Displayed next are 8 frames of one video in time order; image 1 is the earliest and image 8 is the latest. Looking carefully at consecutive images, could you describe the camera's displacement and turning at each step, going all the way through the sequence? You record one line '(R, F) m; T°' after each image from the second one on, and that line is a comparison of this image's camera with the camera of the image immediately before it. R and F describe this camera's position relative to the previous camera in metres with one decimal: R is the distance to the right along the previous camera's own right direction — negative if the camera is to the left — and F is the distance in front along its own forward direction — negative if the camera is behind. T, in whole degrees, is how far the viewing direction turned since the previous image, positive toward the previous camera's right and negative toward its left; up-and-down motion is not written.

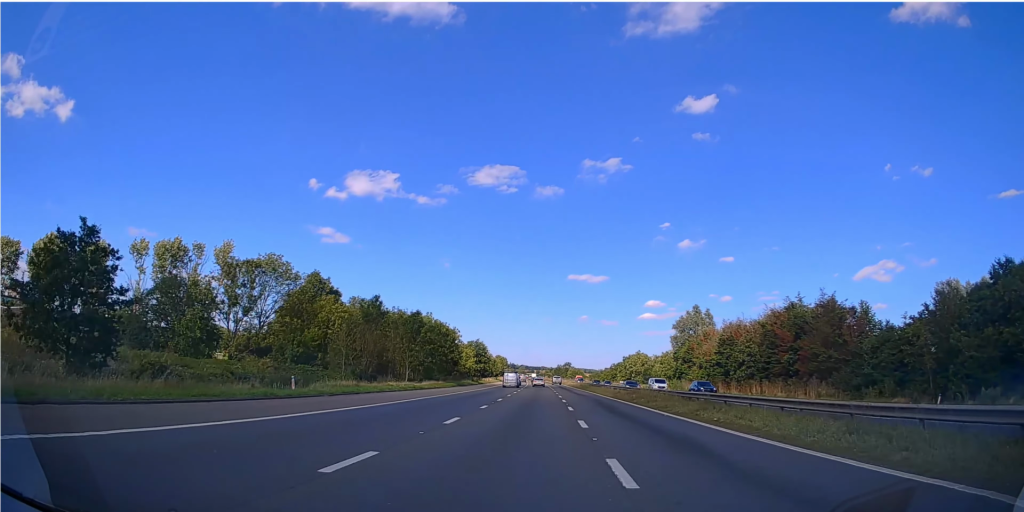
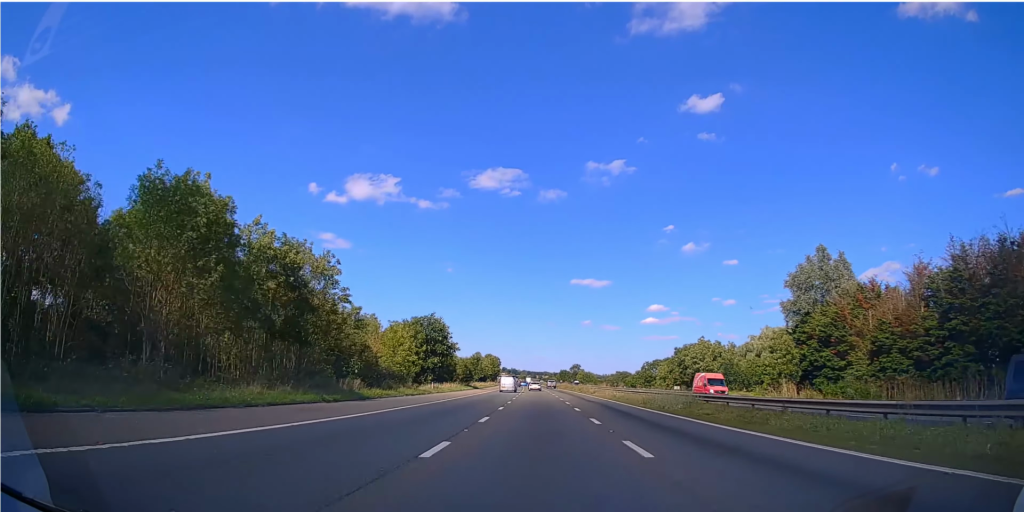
(-0.2, +75.9) m; -1°
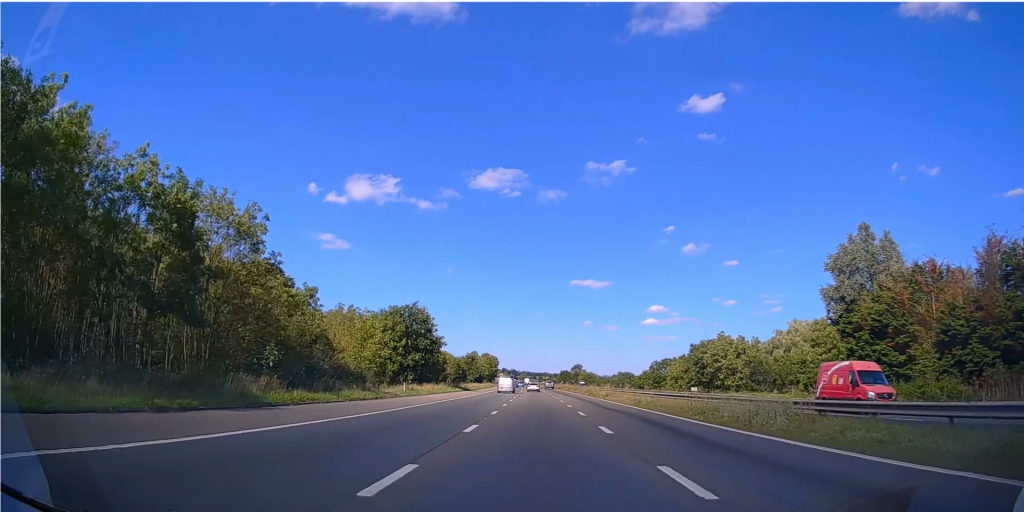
(0.0, +13.1) m; 0°
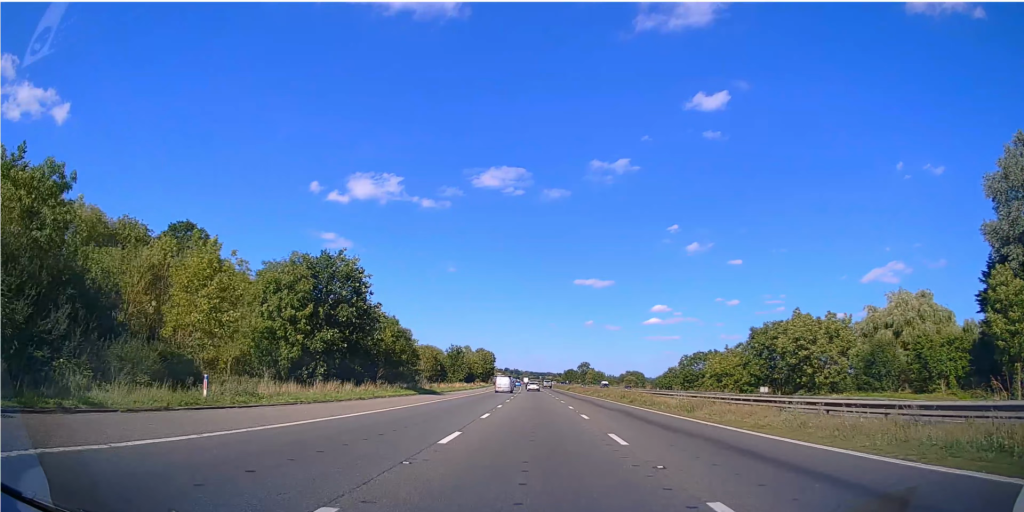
(-0.2, +30.1) m; -1°
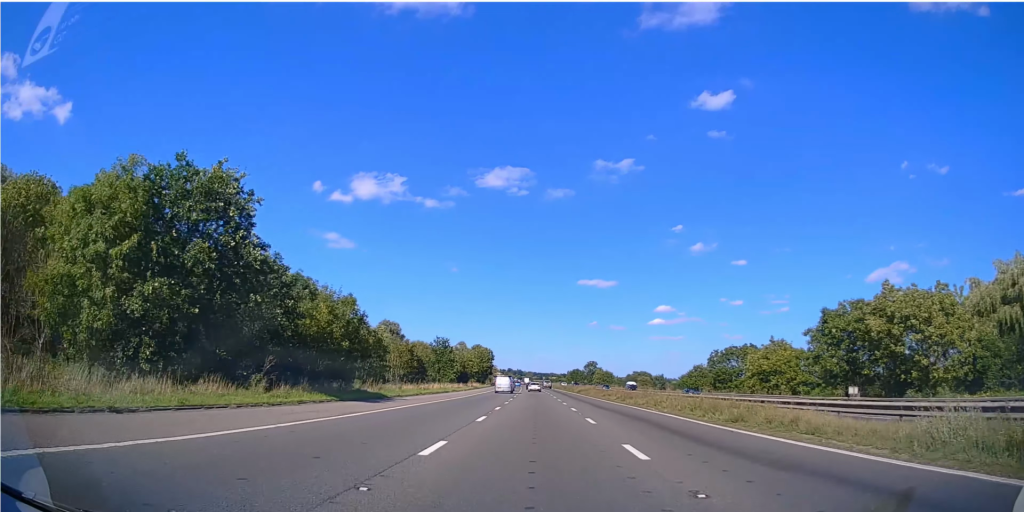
(0.0, +20.5) m; 0°
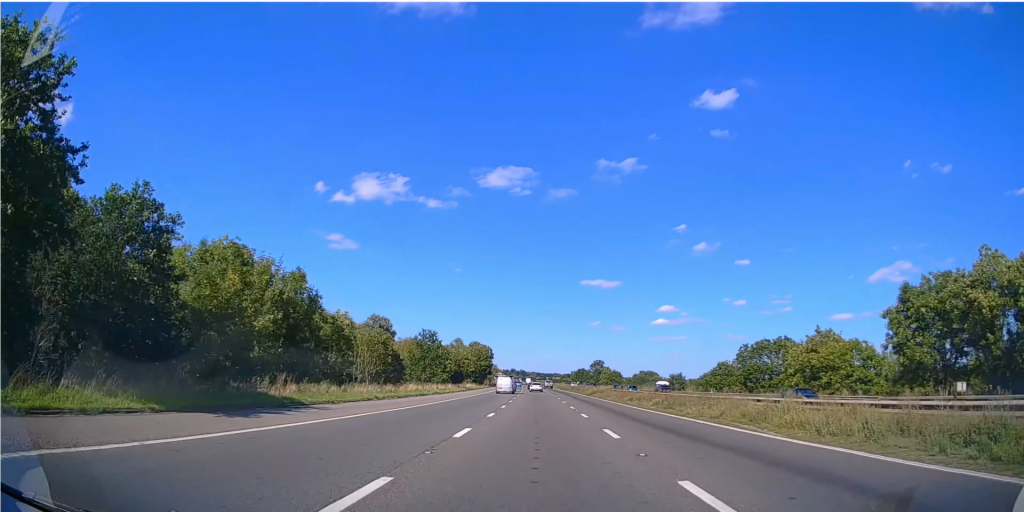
(0.0, +14.6) m; 0°
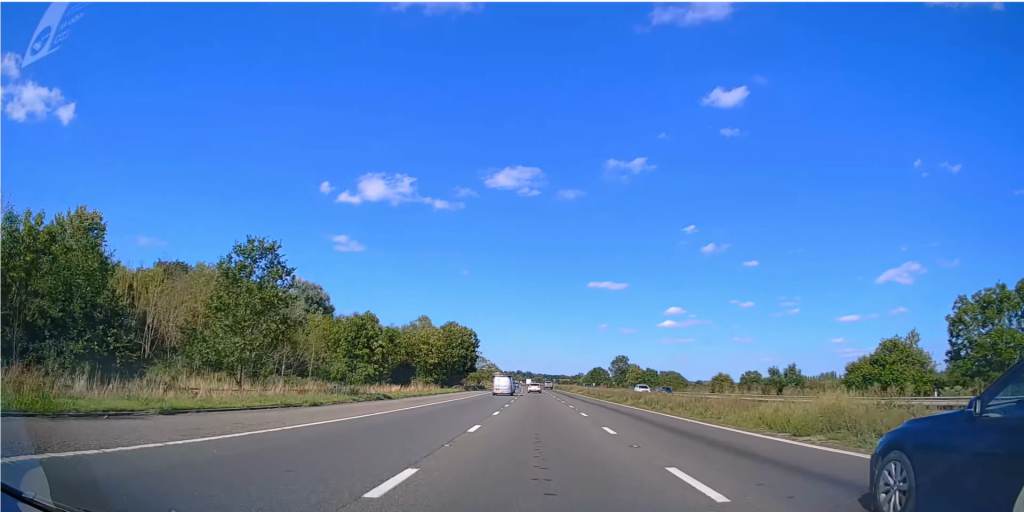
(0.0, +52.3) m; 0°
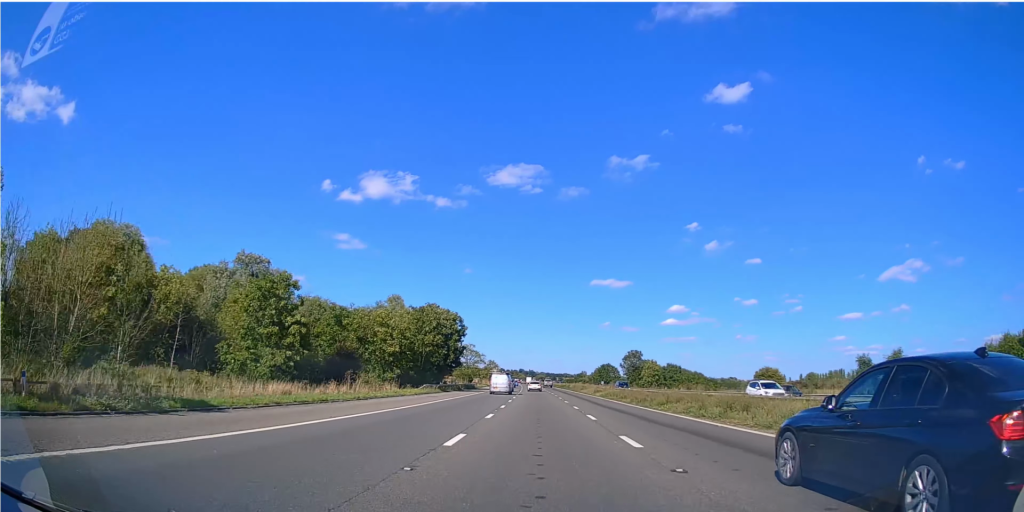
(0.0, +22.2) m; 0°
